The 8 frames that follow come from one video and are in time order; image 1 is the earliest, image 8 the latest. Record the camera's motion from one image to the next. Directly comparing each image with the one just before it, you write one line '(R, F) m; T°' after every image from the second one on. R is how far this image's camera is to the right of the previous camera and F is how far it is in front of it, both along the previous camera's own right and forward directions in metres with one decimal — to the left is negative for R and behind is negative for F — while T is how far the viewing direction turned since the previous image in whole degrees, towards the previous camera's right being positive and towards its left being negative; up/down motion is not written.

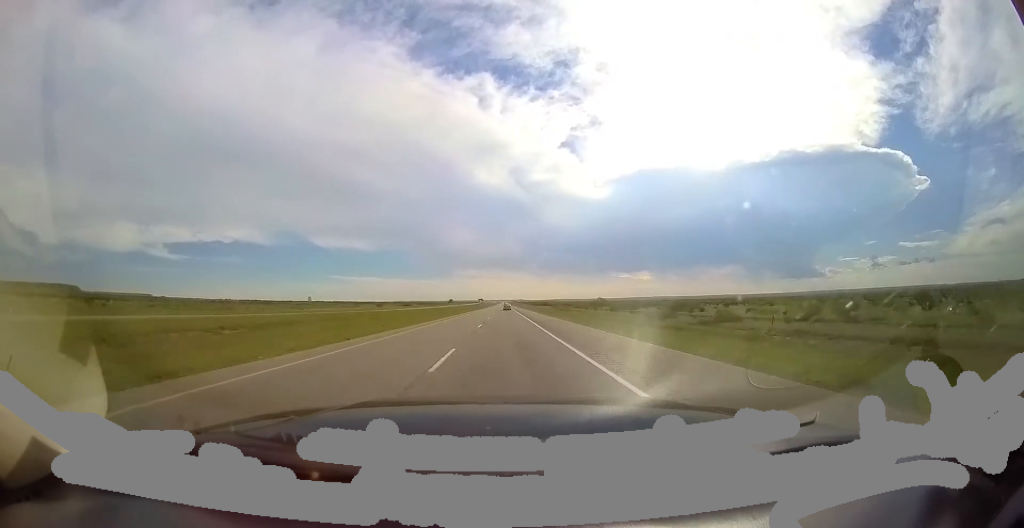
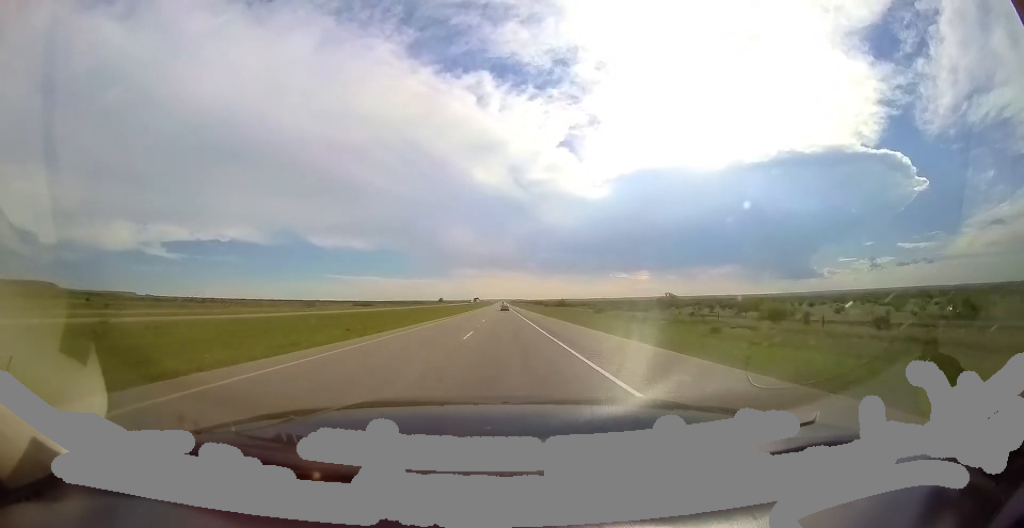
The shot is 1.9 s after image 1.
(+0.1, +67.9) m; 0°
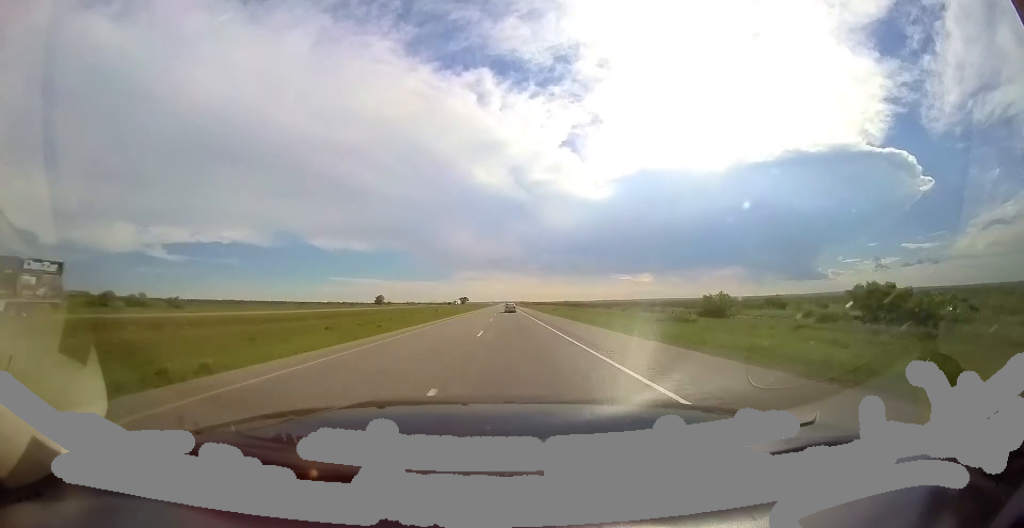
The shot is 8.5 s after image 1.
(+0.2, +234.7) m; 0°
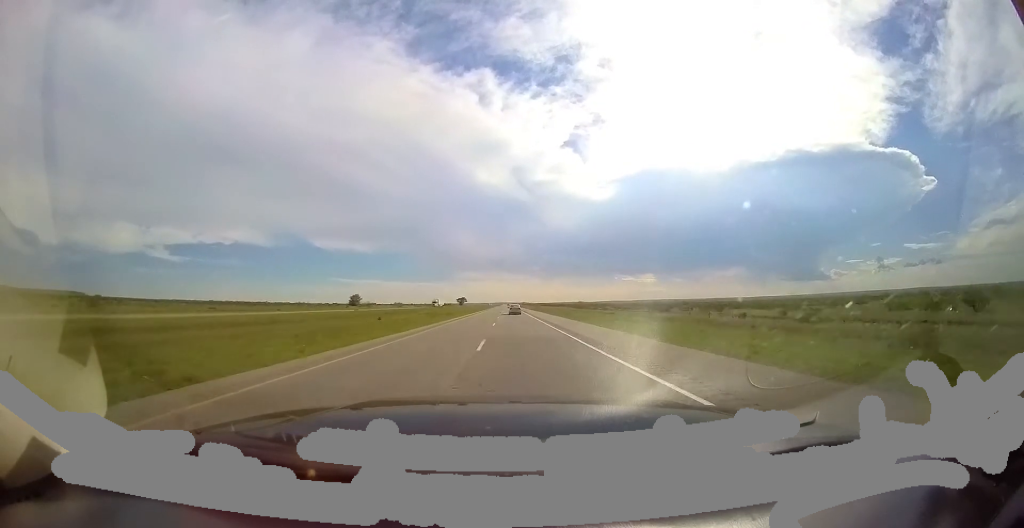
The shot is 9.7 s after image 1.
(0.0, +40.6) m; 0°
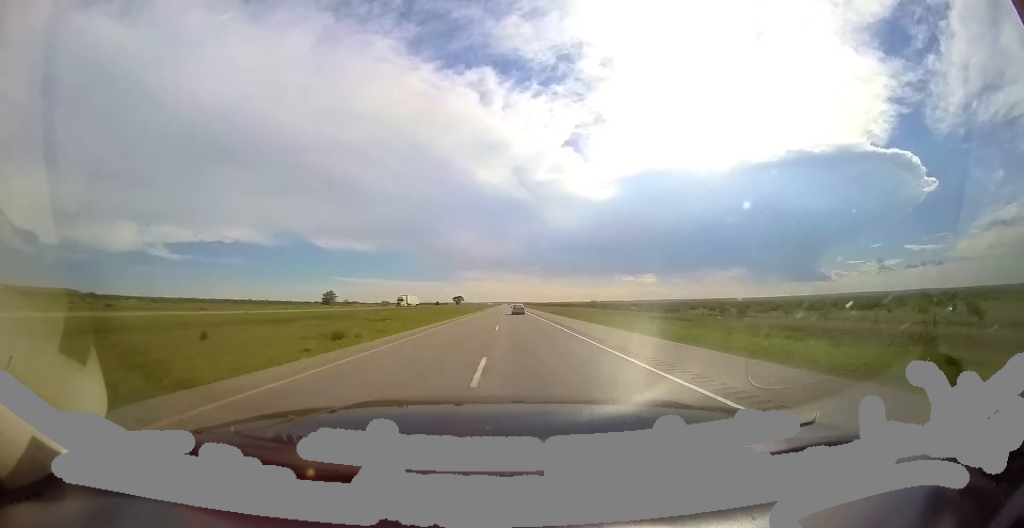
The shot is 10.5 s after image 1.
(+0.1, +28.6) m; 0°
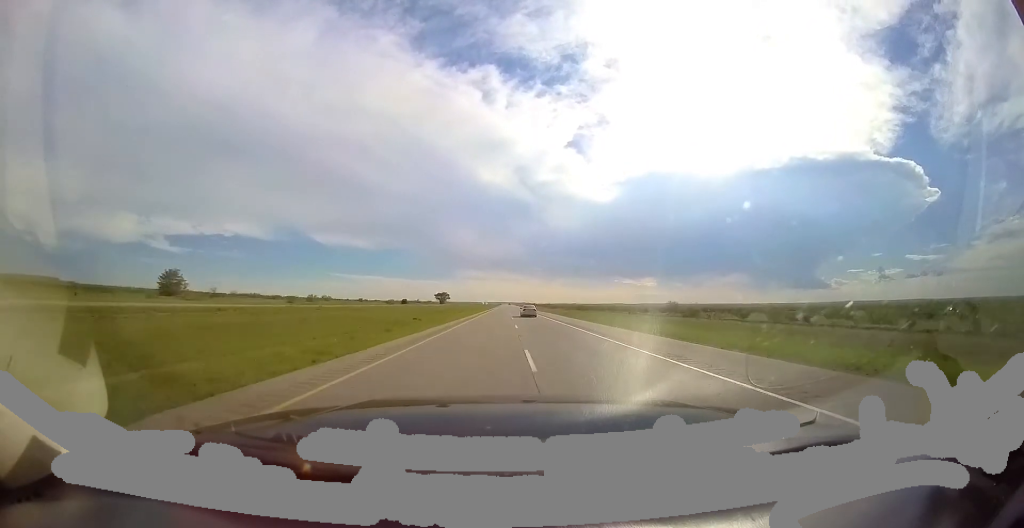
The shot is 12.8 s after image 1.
(-0.5, +83.3) m; 0°
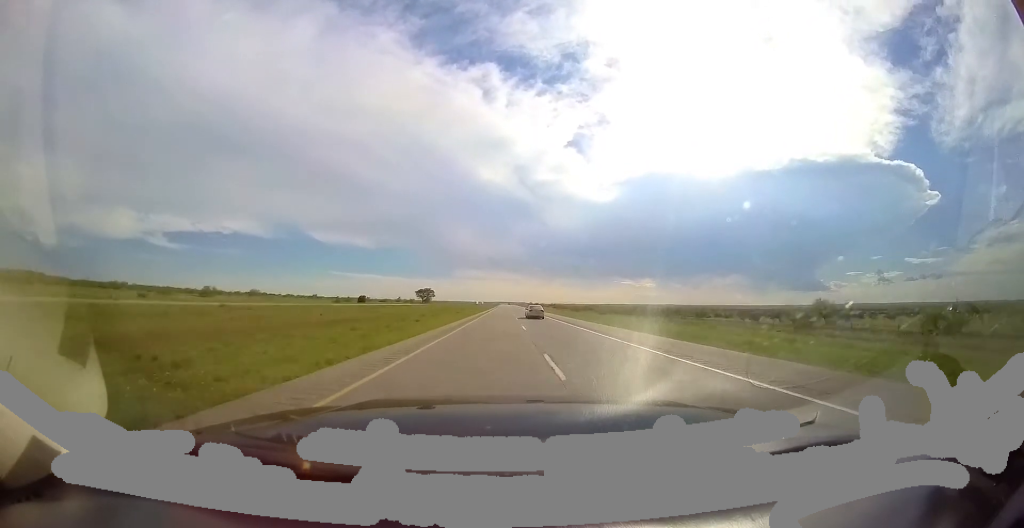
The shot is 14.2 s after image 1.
(+0.2, +49.7) m; 0°
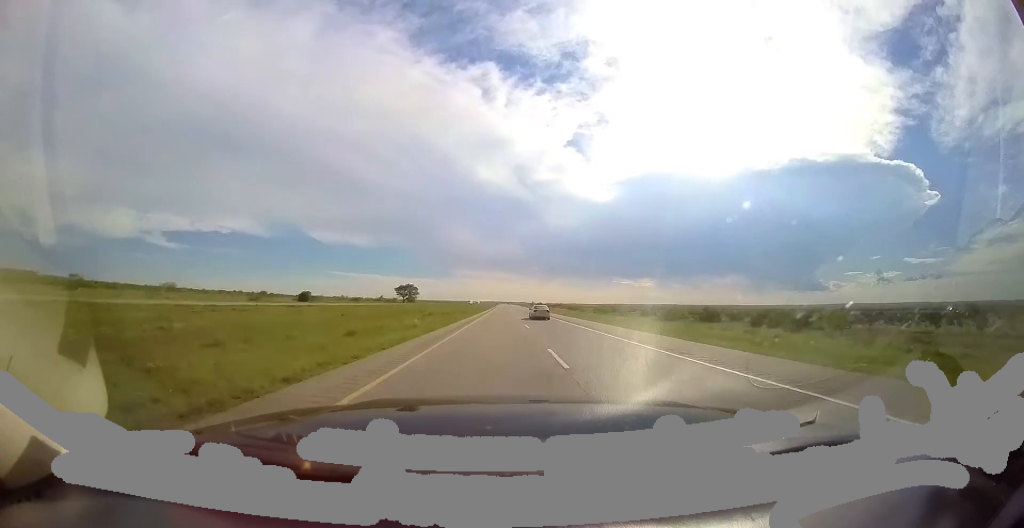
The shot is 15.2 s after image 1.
(0.0, +35.5) m; 0°
